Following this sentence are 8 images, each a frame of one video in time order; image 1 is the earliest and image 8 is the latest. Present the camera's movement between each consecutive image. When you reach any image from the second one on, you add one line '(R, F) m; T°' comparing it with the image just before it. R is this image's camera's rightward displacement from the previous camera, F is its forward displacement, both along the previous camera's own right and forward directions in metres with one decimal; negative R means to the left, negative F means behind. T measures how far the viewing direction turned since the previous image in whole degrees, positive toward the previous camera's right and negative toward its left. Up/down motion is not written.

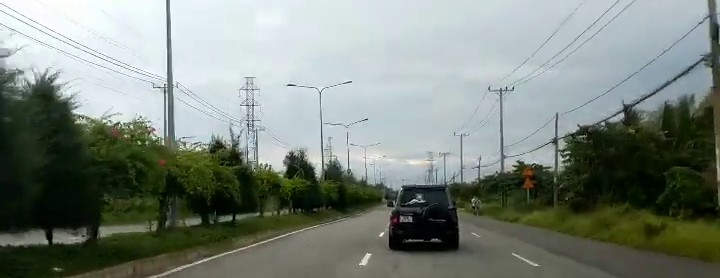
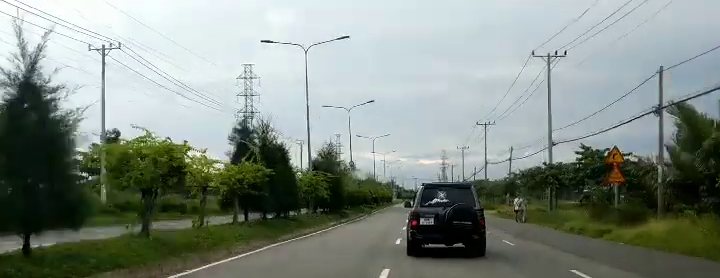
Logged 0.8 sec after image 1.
(-0.2, +16.1) m; -2°
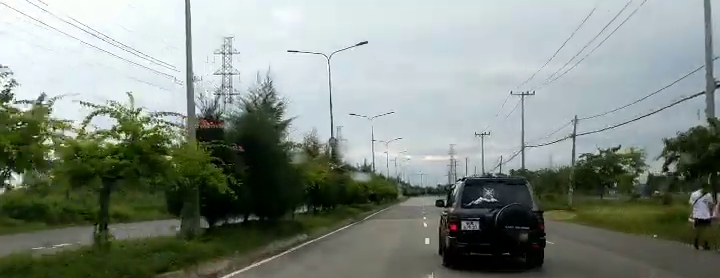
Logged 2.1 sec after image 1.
(-0.4, +25.3) m; 0°
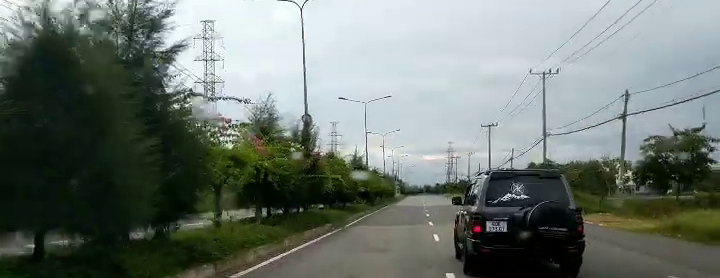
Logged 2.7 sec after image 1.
(+0.3, +11.8) m; +1°
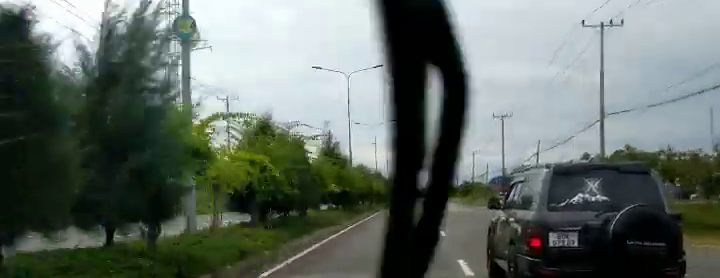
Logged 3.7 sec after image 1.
(-0.2, +18.5) m; 0°
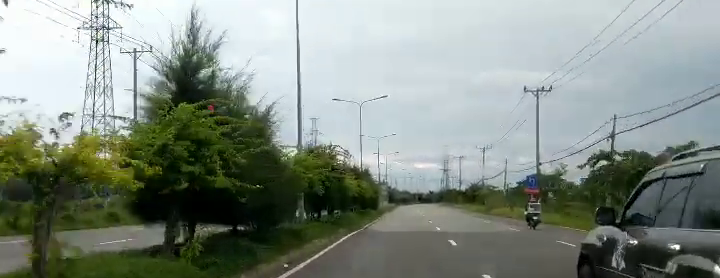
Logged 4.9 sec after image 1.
(+0.3, +25.3) m; +1°
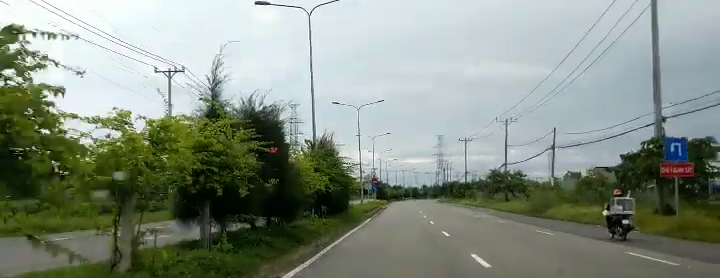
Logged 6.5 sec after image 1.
(+0.7, +32.2) m; +2°
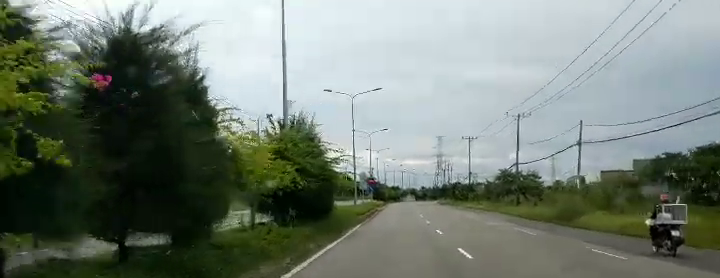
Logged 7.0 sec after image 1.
(0.0, +8.7) m; 0°
